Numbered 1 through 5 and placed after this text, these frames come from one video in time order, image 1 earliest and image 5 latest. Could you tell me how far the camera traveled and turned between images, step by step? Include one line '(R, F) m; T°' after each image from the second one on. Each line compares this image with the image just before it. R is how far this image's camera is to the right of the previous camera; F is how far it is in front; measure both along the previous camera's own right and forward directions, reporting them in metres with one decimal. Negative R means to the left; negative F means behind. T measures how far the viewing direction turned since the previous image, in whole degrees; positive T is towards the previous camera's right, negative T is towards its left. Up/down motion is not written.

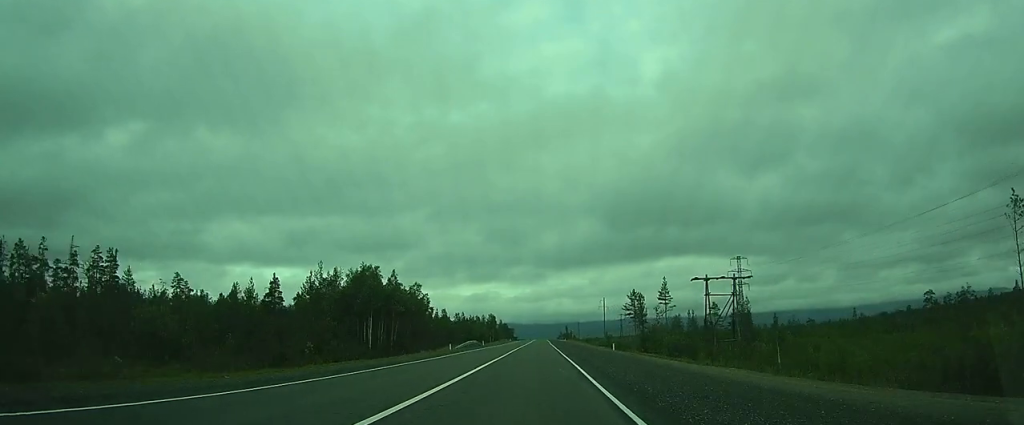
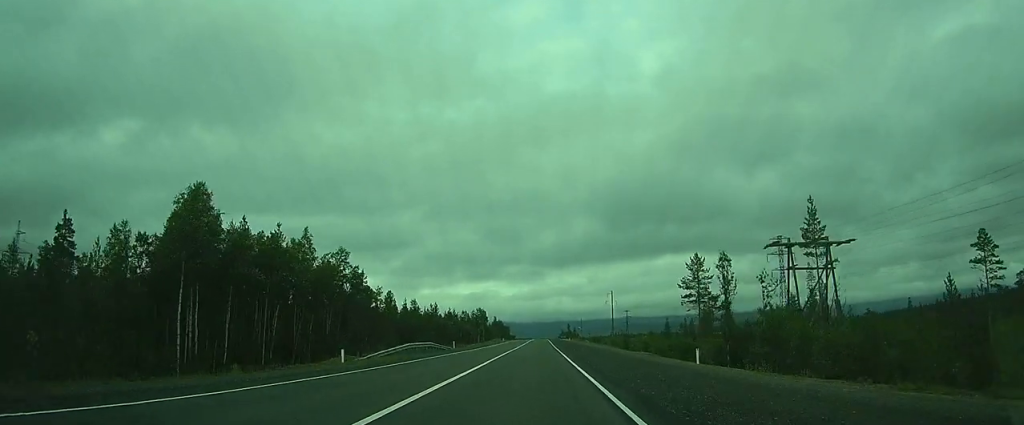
(-0.2, +31.7) m; -1°
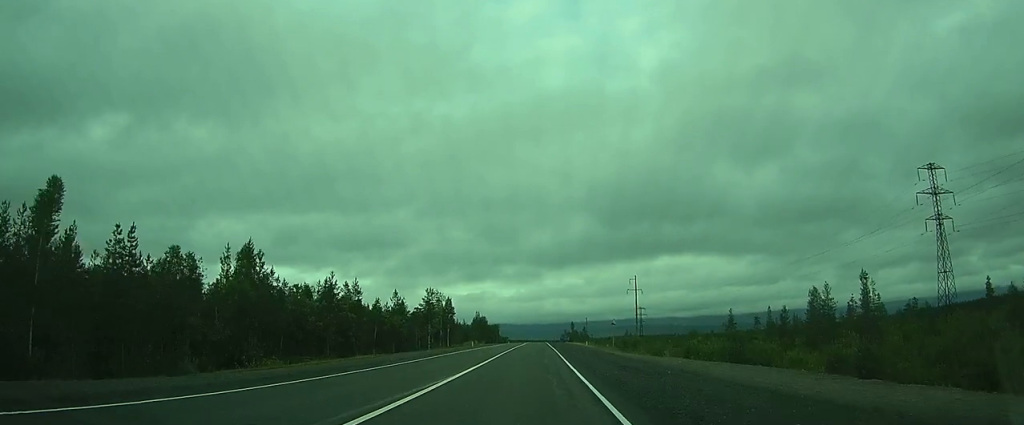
(+0.6, +62.0) m; +1°
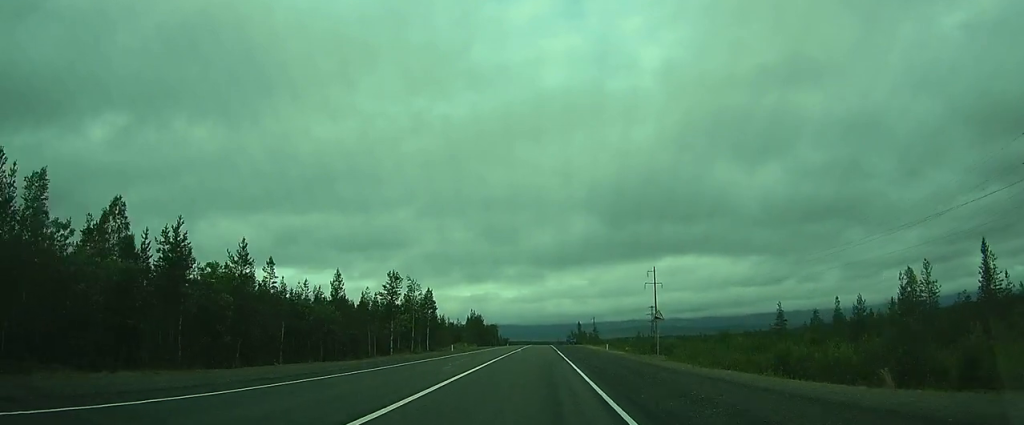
(0.0, +23.1) m; 0°
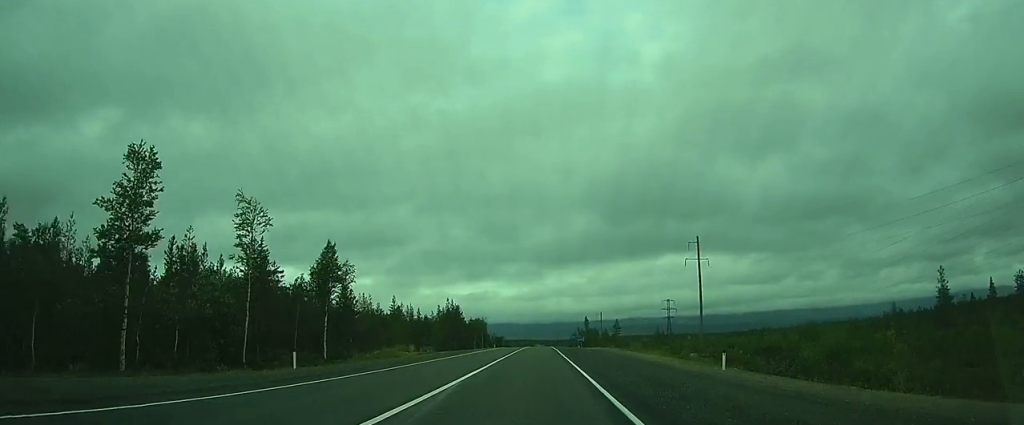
(0.0, +41.9) m; -1°
